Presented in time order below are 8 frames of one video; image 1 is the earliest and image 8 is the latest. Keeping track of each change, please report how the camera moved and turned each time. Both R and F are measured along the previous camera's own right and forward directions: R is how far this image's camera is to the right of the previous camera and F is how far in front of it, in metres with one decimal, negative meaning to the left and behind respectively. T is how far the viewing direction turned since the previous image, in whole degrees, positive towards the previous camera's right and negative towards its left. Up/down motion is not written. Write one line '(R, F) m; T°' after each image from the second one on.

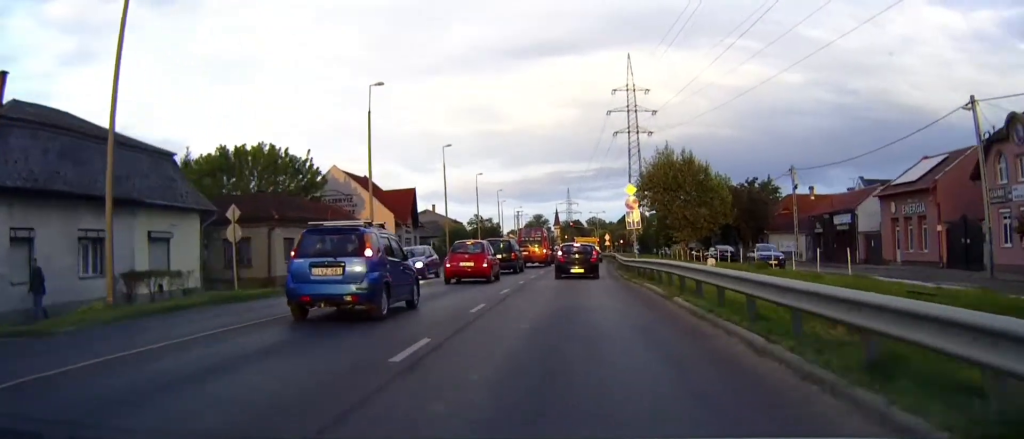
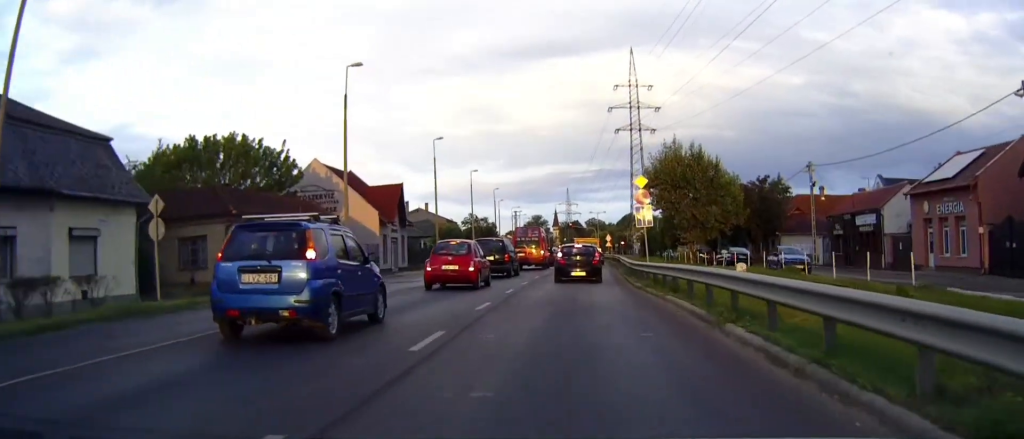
(-0.1, +4.9) m; -1°
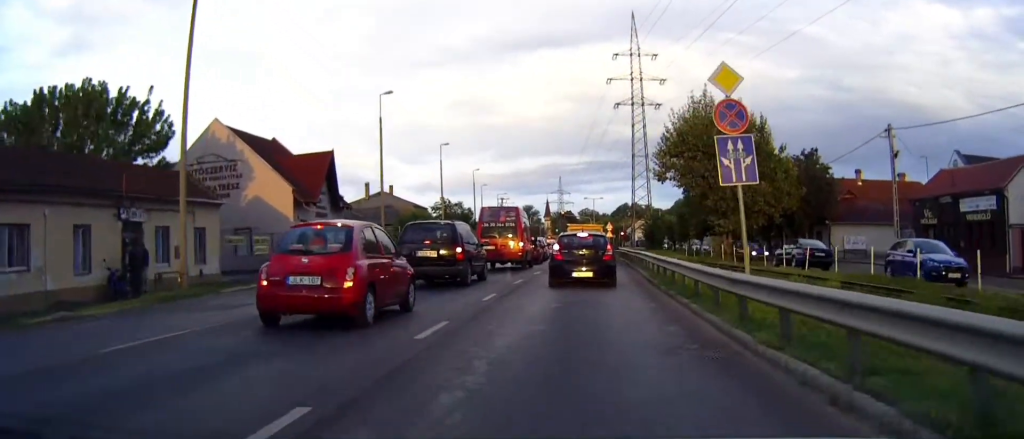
(-0.4, +17.8) m; -1°
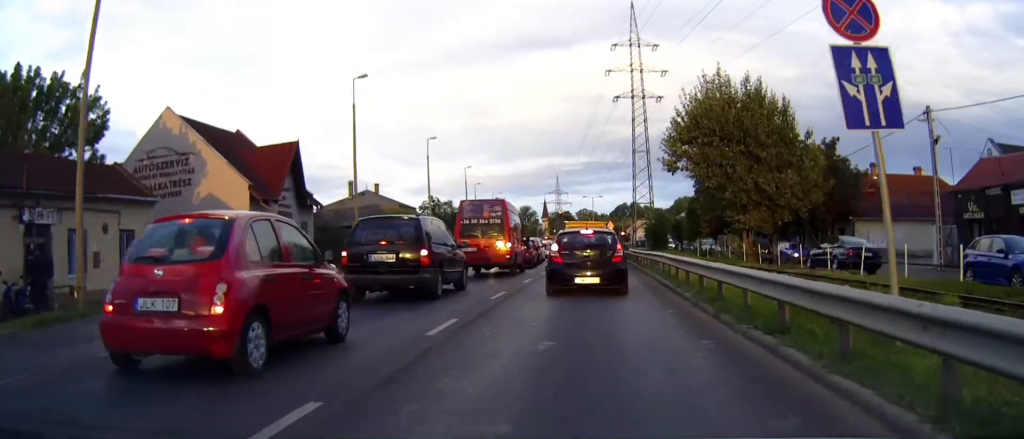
(+0.1, +5.8) m; +1°
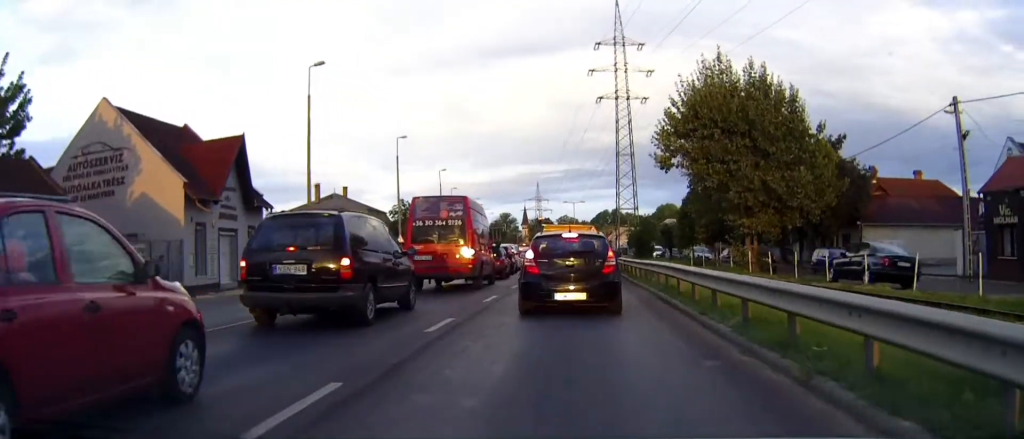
(+0.1, +5.4) m; 0°
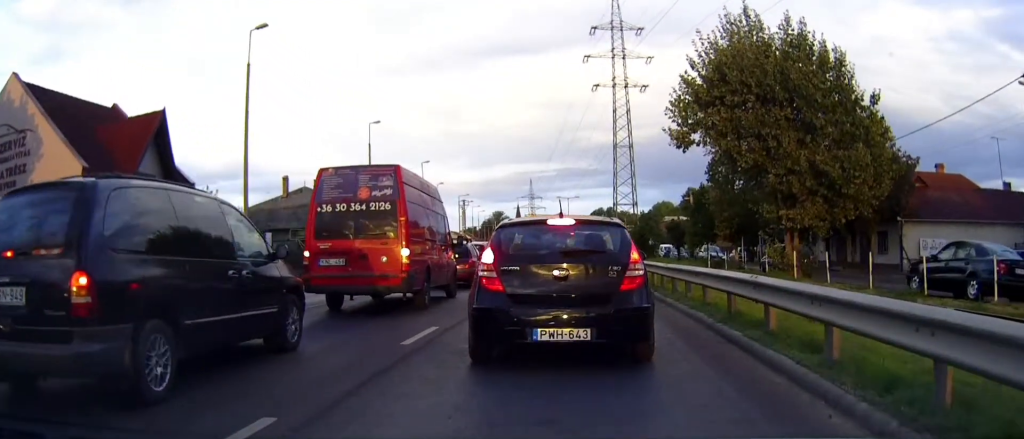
(-0.1, +8.6) m; -2°
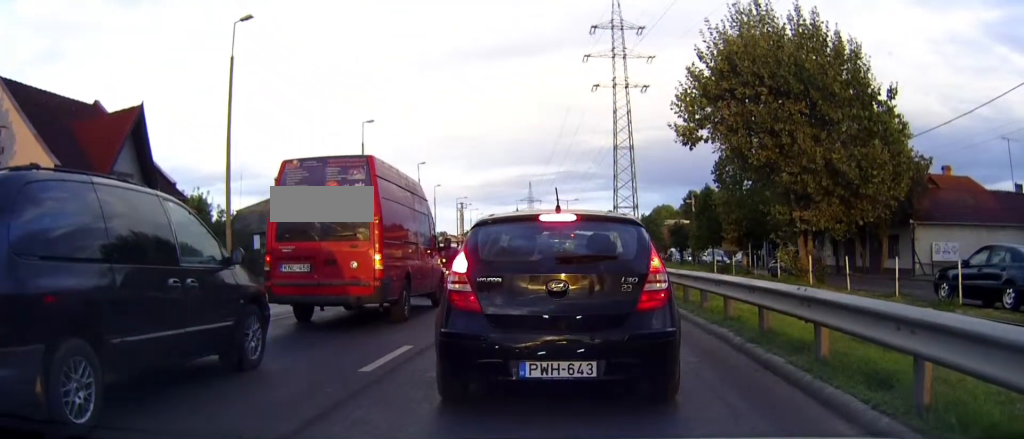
(-0.1, +3.3) m; -1°
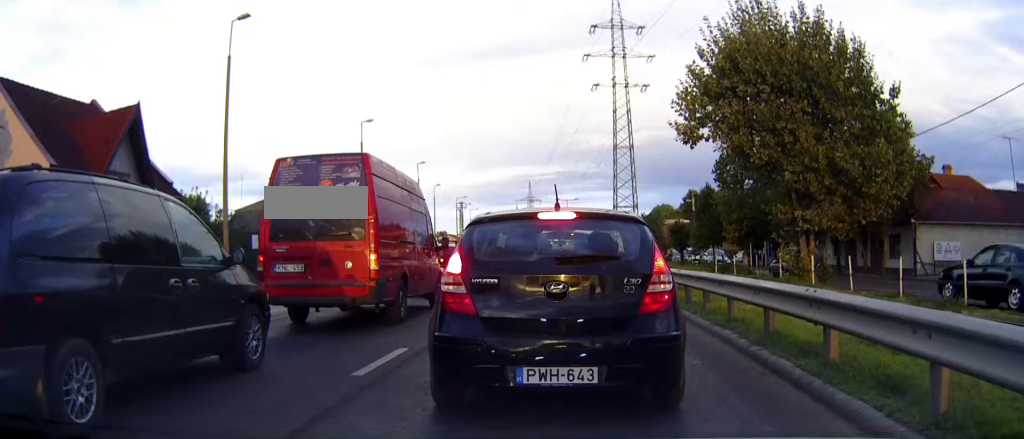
(+0.1, +0.8) m; 0°
